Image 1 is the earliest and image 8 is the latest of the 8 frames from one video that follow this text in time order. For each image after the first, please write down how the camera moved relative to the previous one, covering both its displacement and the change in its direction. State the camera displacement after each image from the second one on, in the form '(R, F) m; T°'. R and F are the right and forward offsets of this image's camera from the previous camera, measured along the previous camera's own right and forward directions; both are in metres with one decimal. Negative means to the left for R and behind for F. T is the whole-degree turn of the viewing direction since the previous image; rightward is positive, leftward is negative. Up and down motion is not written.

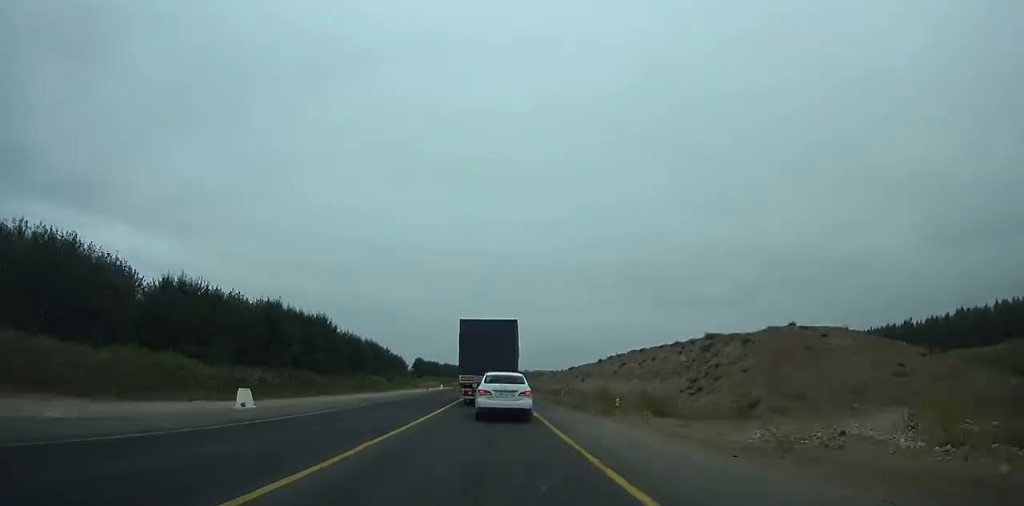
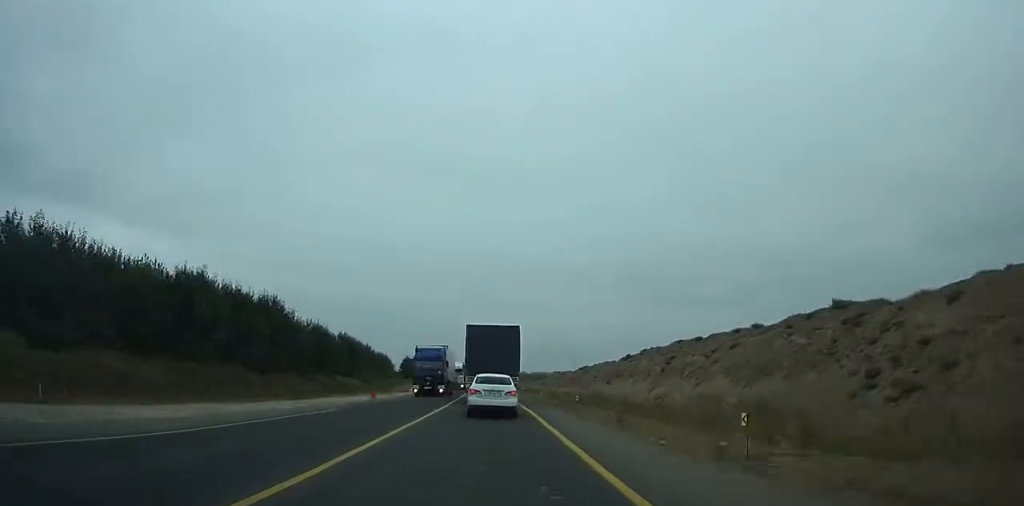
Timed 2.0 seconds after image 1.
(-0.1, +30.9) m; -1°
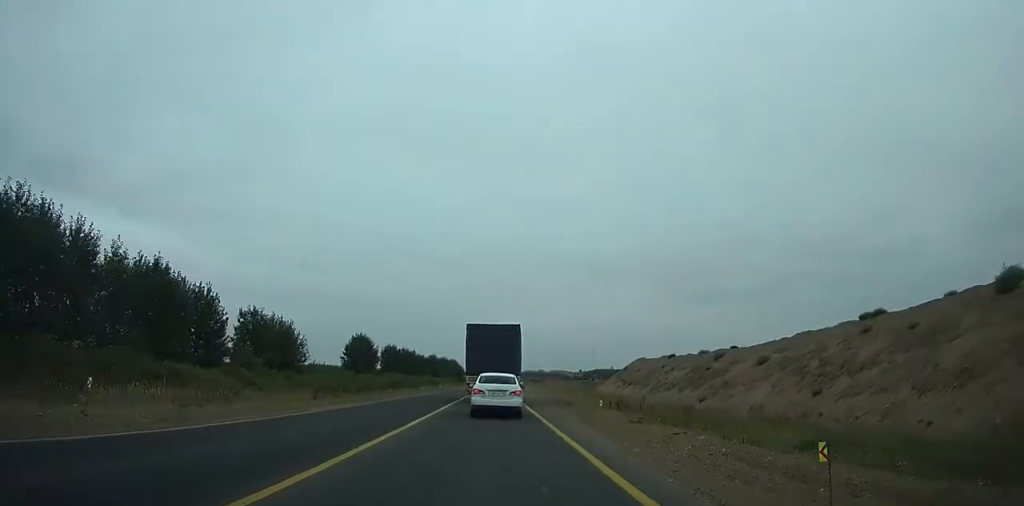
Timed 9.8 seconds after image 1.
(-11.1, +124.3) m; 0°
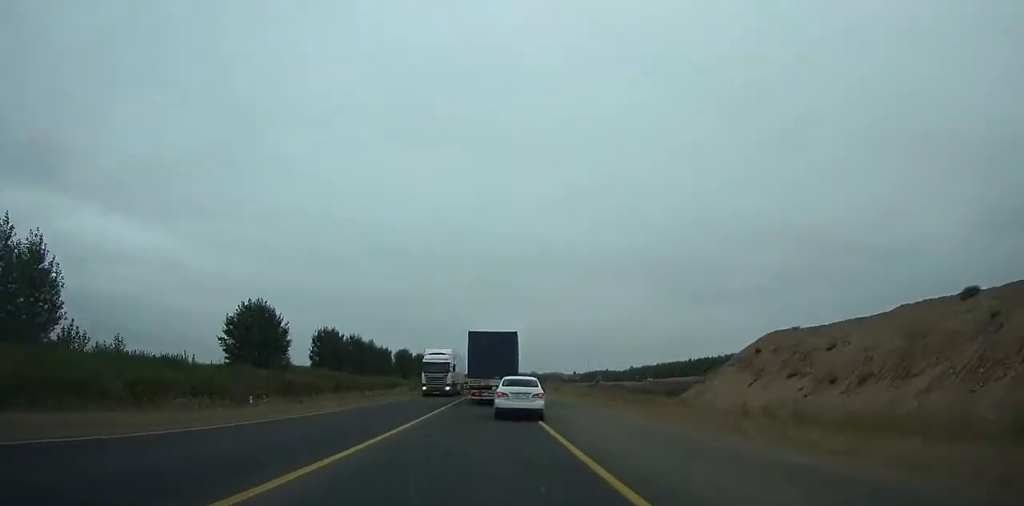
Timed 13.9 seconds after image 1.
(+10.8, +49.5) m; +6°
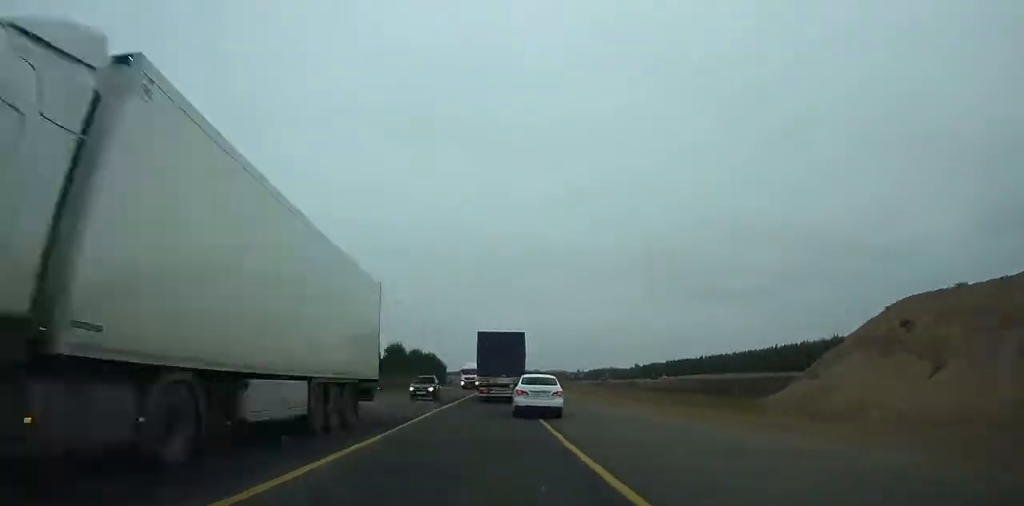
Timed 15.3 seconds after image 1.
(-2.1, +19.9) m; -4°
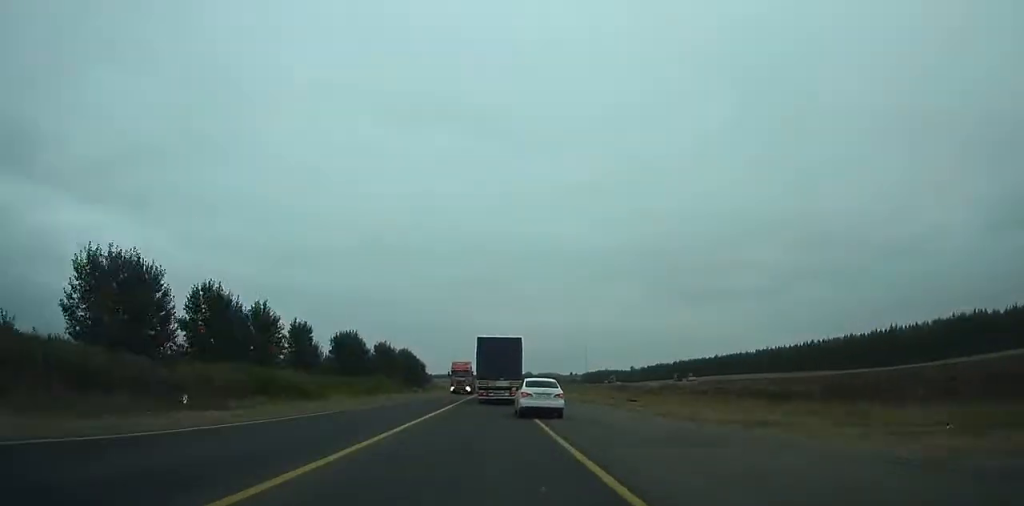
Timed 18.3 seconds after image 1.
(-1.4, +44.0) m; -2°
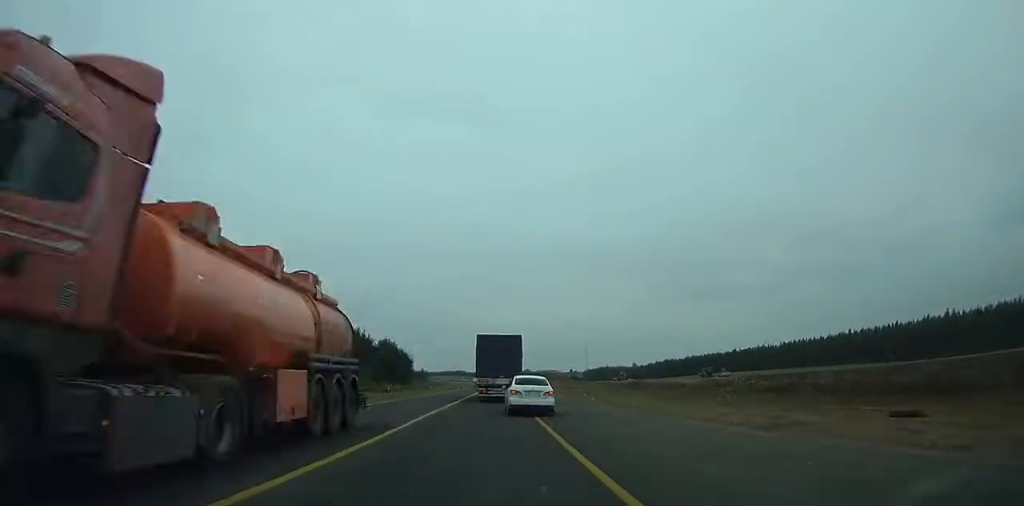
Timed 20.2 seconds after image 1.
(+0.1, +28.9) m; 0°
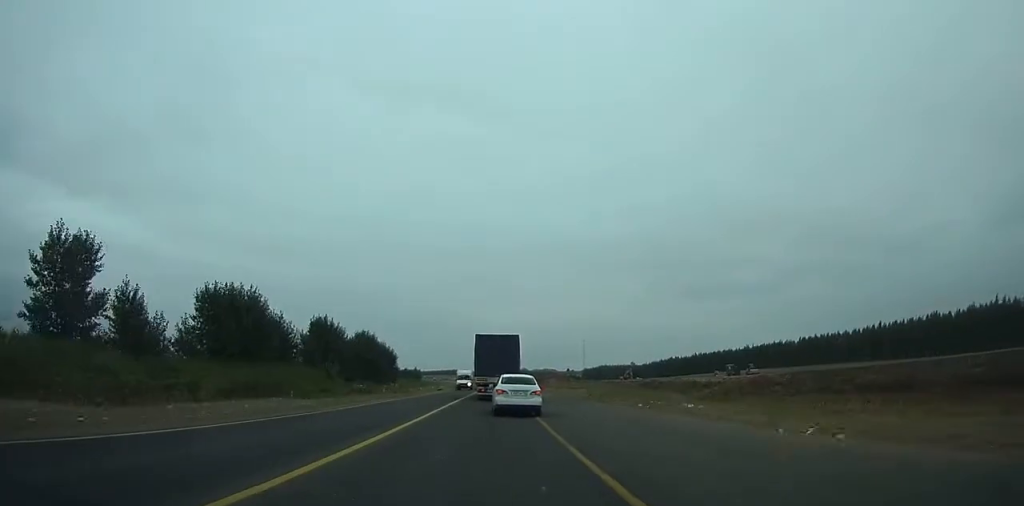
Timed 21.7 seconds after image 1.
(0.0, +23.2) m; 0°
